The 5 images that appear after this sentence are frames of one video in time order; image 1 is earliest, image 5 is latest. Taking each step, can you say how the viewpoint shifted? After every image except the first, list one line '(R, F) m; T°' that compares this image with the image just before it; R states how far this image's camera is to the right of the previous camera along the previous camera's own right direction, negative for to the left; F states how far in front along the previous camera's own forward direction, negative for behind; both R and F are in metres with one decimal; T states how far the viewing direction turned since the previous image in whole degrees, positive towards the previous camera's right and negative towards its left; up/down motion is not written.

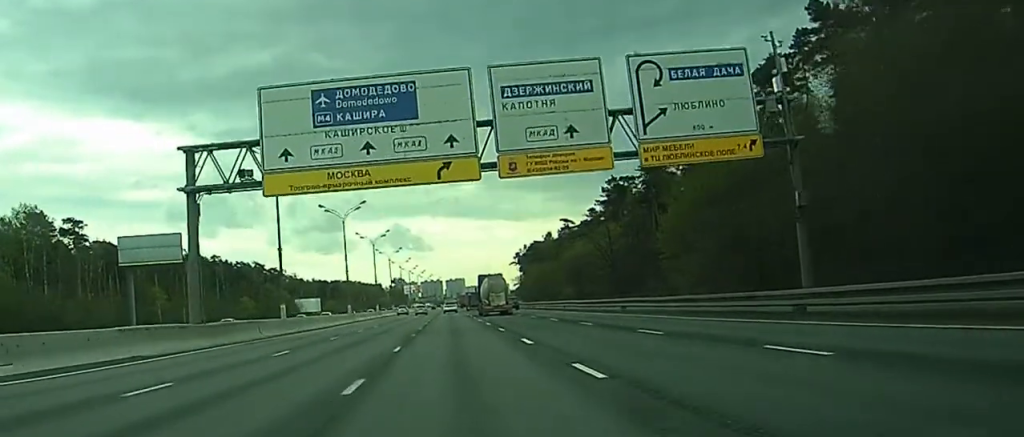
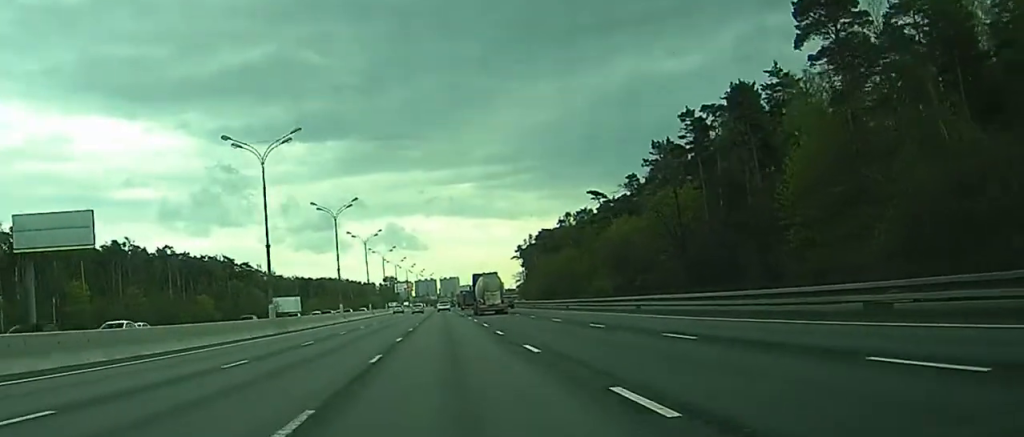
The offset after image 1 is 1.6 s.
(+0.3, +34.7) m; 0°
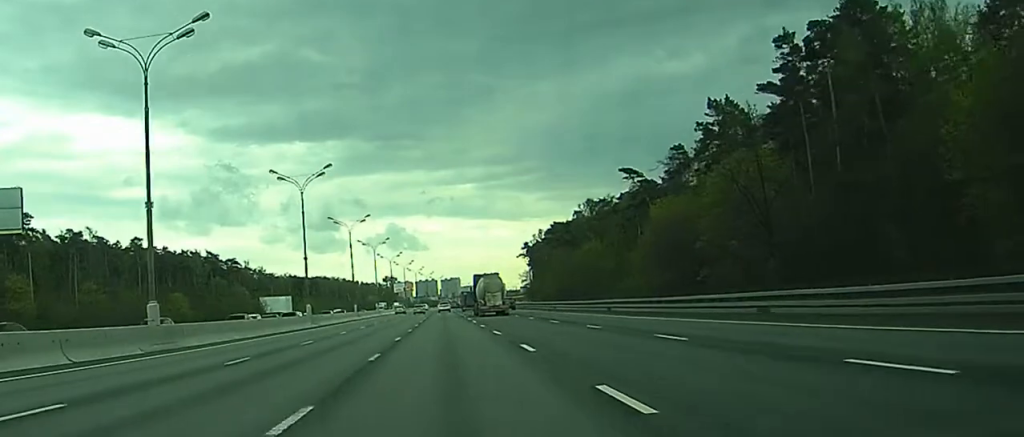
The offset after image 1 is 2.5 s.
(0.0, +17.7) m; 0°
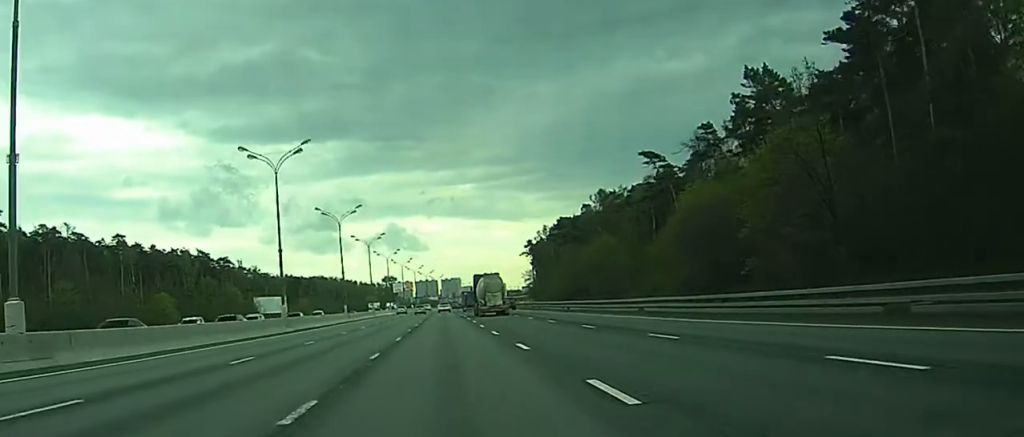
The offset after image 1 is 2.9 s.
(0.0, +8.5) m; 0°
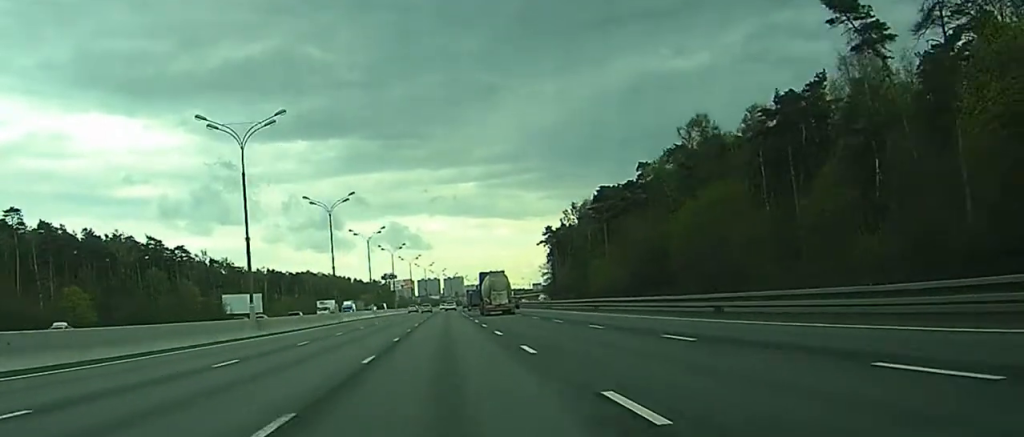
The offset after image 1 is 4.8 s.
(-0.1, +50.5) m; 0°
